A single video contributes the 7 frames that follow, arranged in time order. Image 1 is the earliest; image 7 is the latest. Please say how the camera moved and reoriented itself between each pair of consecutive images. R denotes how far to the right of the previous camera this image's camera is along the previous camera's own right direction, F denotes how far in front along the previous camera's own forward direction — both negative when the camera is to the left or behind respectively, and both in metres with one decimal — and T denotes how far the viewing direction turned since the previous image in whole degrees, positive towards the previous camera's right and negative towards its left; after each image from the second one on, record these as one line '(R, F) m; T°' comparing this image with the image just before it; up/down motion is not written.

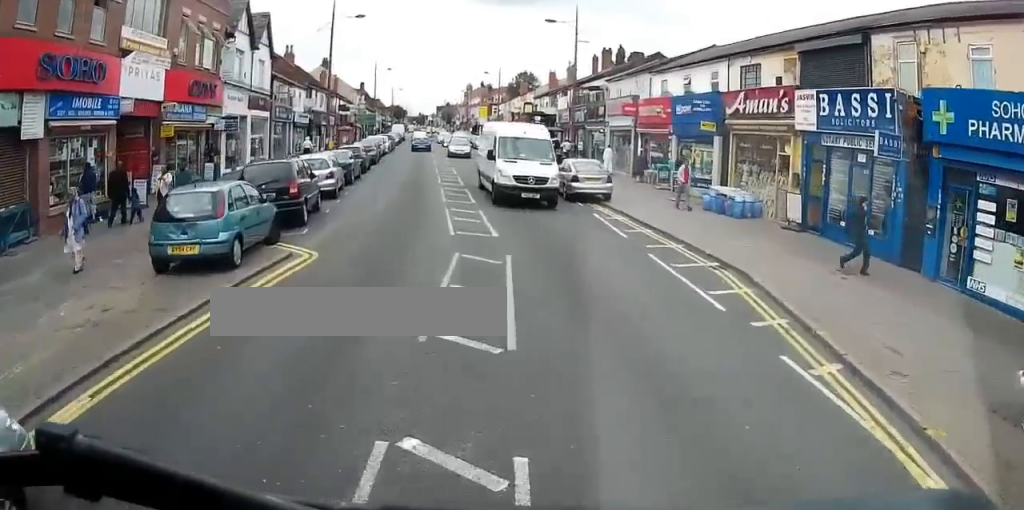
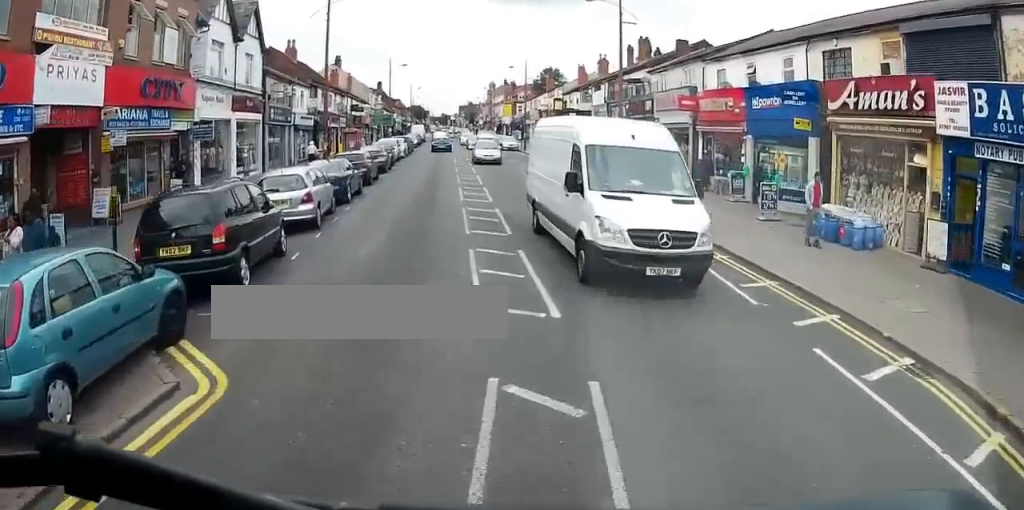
(+0.1, +5.9) m; -2°
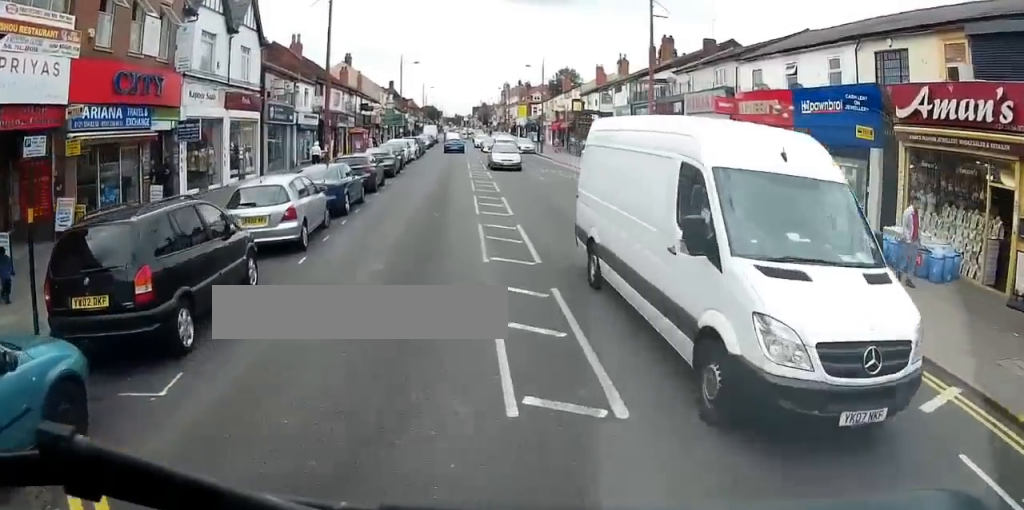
(+0.1, +2.7) m; -1°
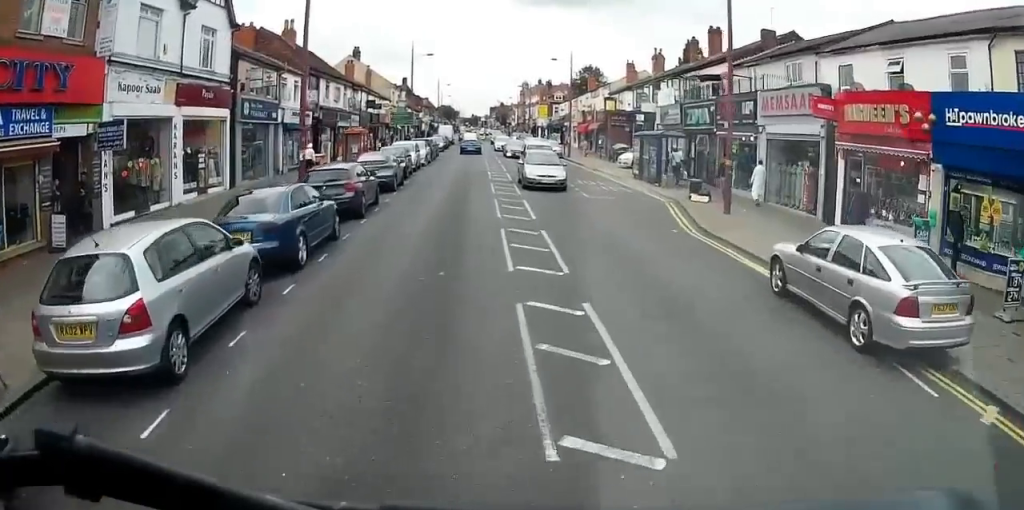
(-0.5, +6.5) m; -4°
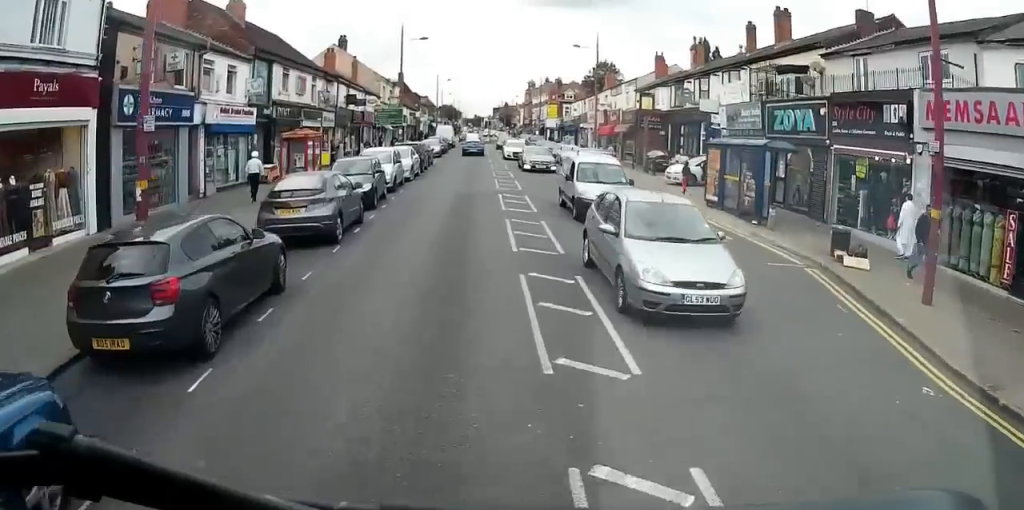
(0.0, +9.9) m; 0°
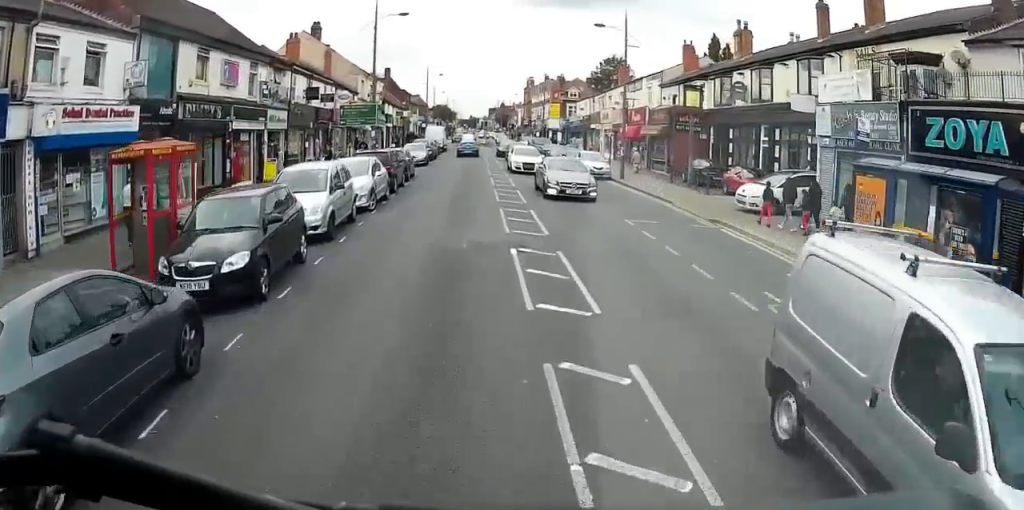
(0.0, +9.6) m; +3°
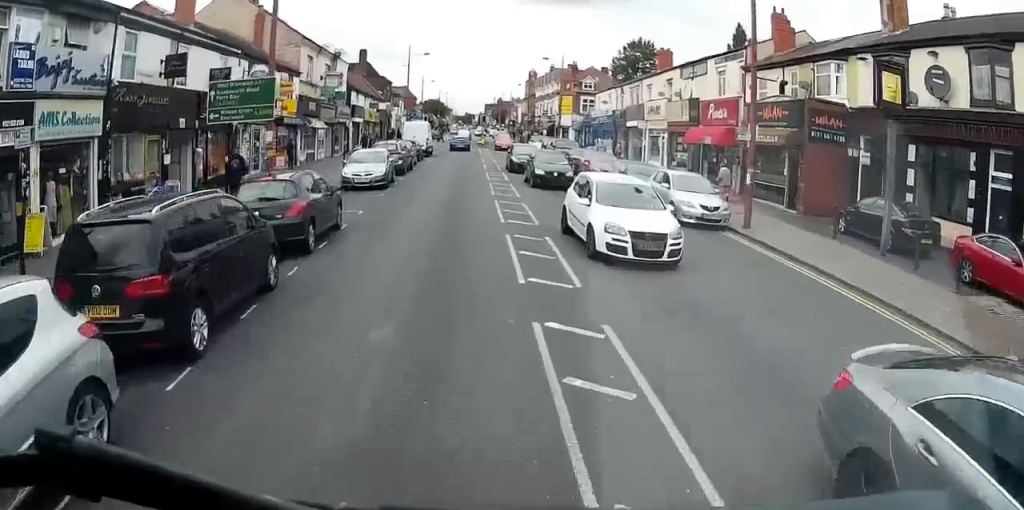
(+0.8, +16.5) m; +2°
